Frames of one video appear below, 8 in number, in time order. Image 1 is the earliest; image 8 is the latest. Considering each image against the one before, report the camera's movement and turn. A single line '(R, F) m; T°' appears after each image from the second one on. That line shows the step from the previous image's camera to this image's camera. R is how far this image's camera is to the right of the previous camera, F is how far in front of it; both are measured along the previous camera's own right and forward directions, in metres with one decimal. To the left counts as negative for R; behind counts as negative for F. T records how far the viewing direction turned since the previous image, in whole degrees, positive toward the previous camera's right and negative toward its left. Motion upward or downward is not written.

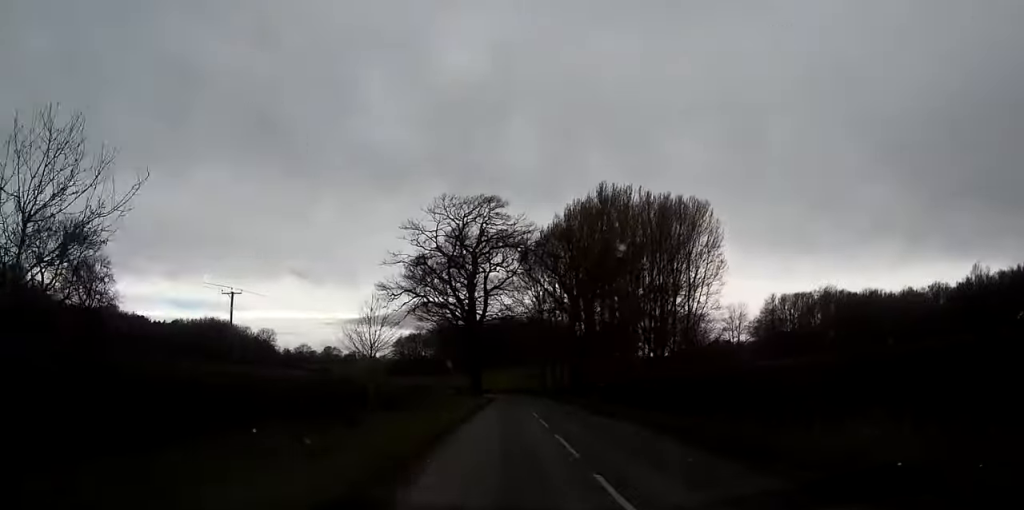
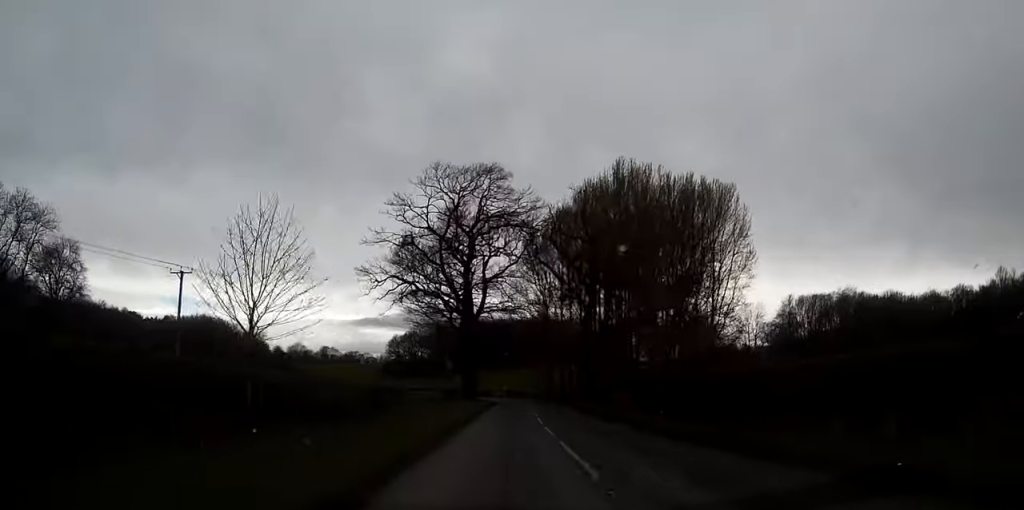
(0.0, +12.1) m; 0°
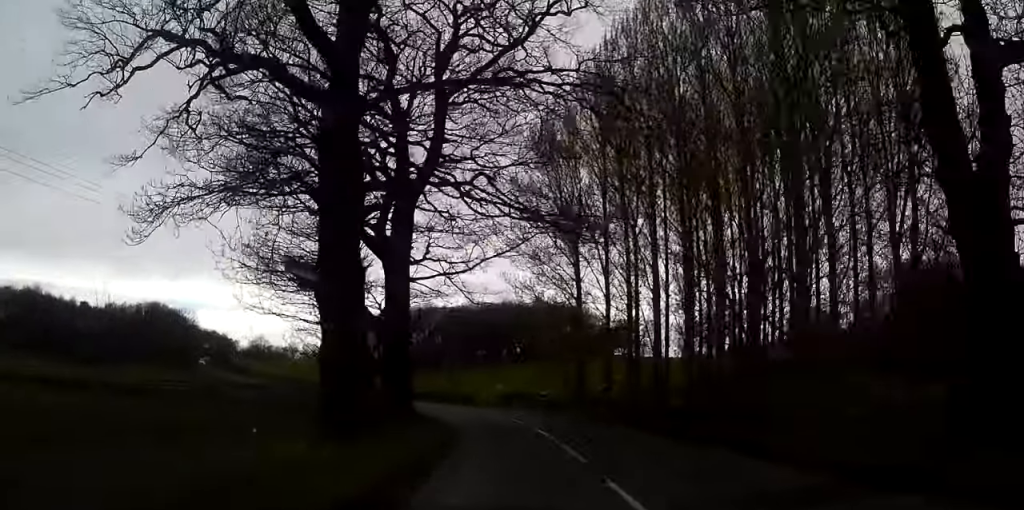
(+0.2, +51.6) m; -1°
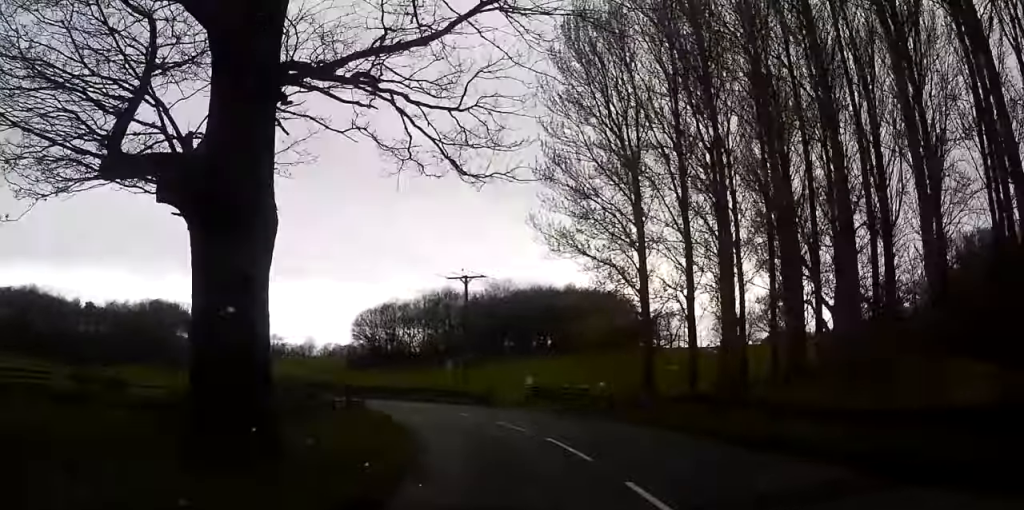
(-0.3, +19.0) m; -3°
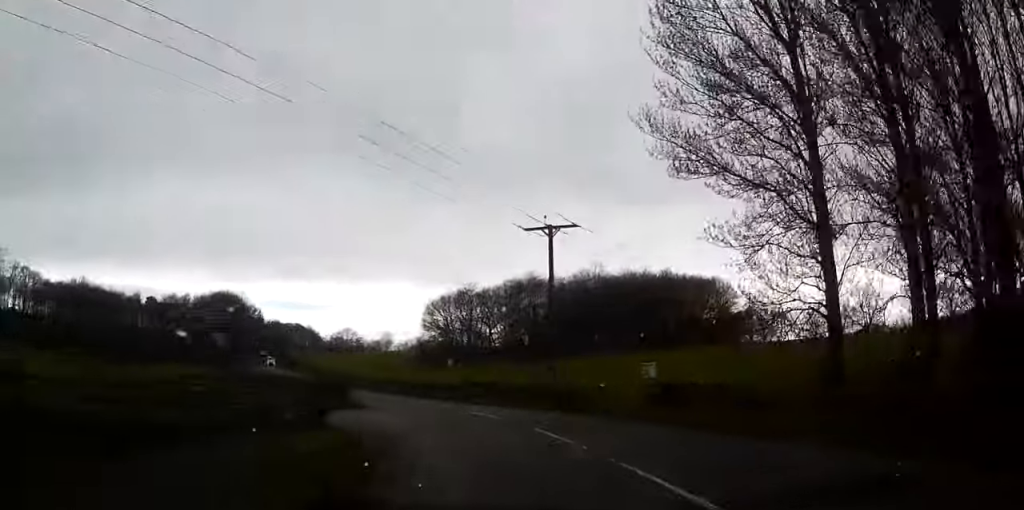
(-0.2, +15.8) m; -5°
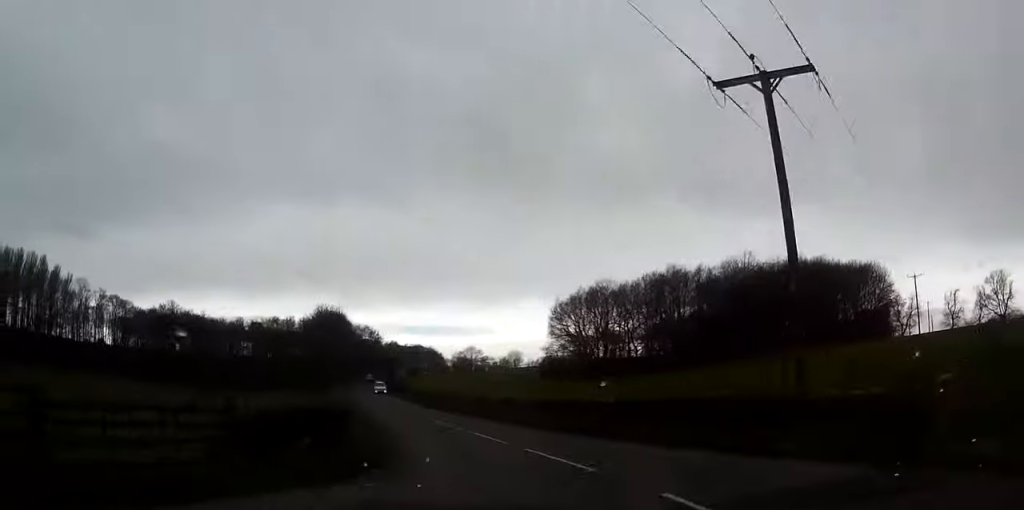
(-1.3, +19.9) m; -11°
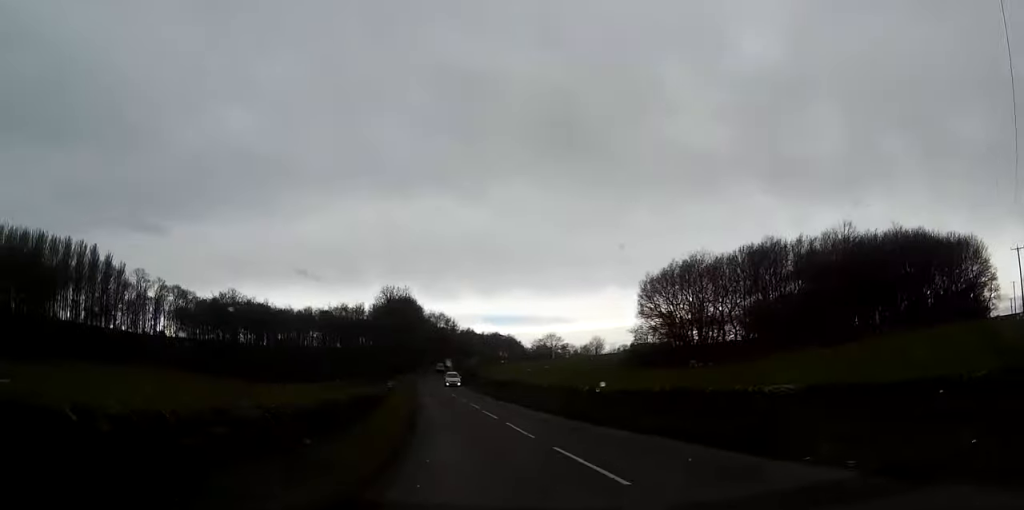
(-1.4, +11.3) m; -4°
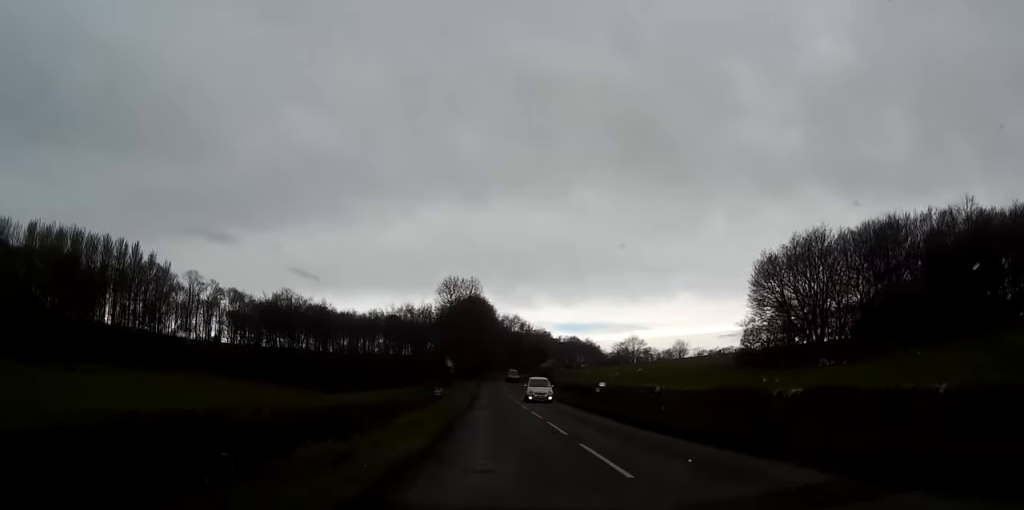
(-0.9, +17.2) m; -4°
